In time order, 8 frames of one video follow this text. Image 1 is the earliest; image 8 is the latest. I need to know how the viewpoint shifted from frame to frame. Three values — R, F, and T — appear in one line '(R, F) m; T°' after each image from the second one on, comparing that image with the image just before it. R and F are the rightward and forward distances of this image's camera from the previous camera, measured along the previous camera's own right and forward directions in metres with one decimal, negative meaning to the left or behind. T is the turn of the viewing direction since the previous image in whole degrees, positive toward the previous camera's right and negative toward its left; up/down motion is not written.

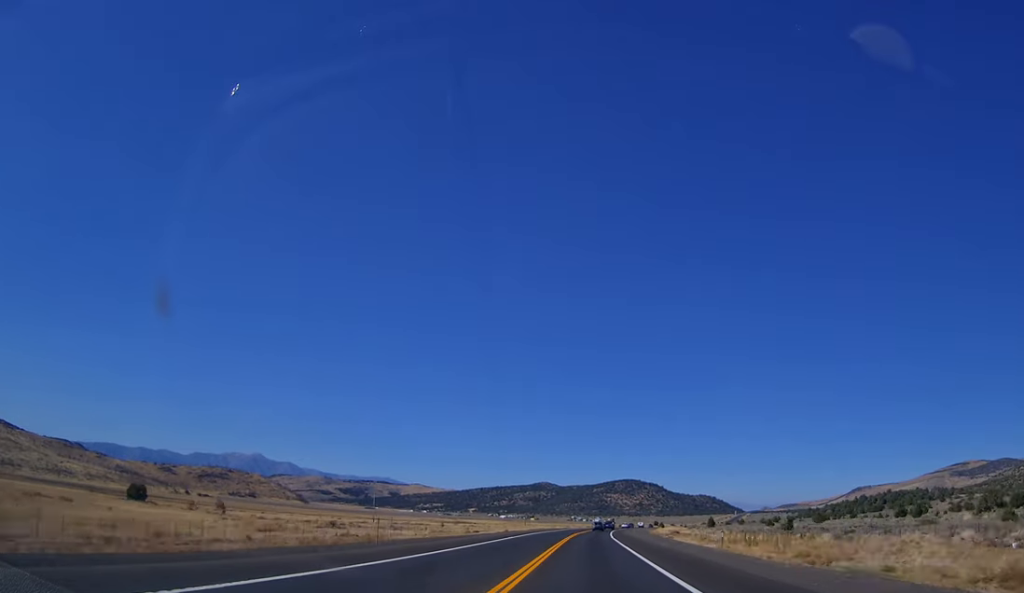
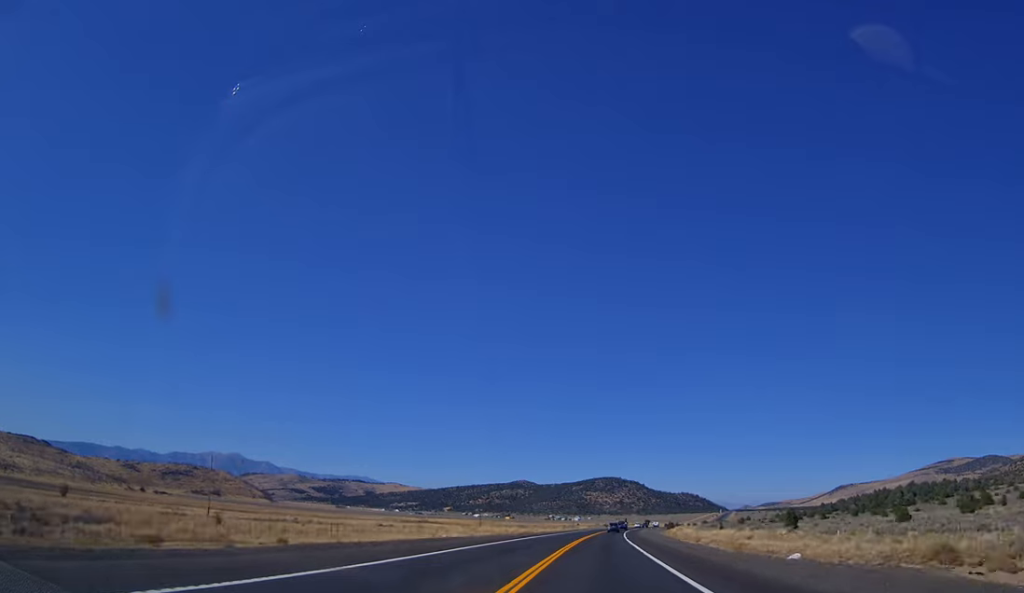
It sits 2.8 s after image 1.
(0.0, +83.3) m; +1°
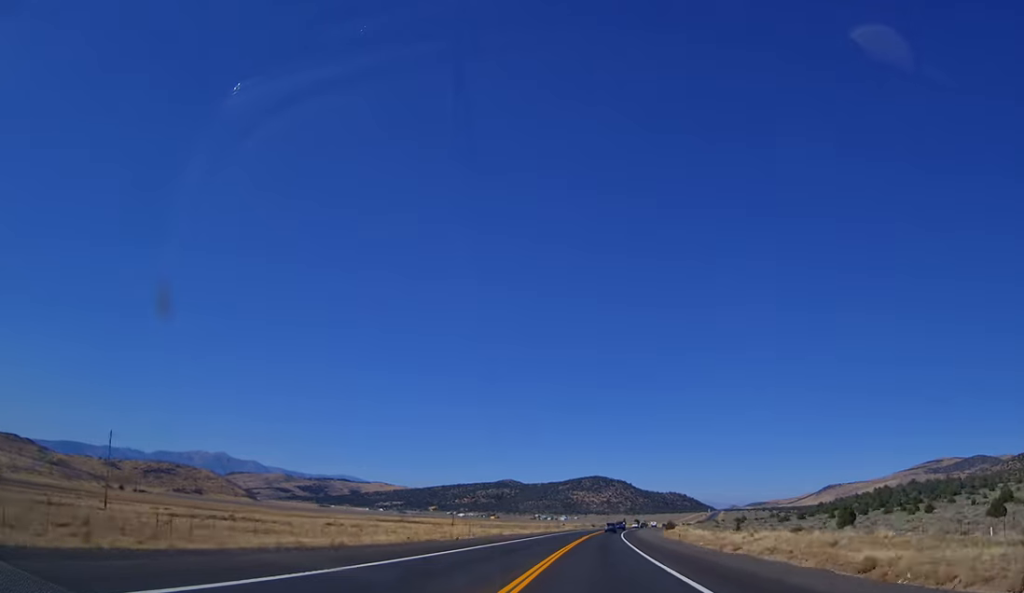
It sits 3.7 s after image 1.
(-0.2, +25.7) m; +1°
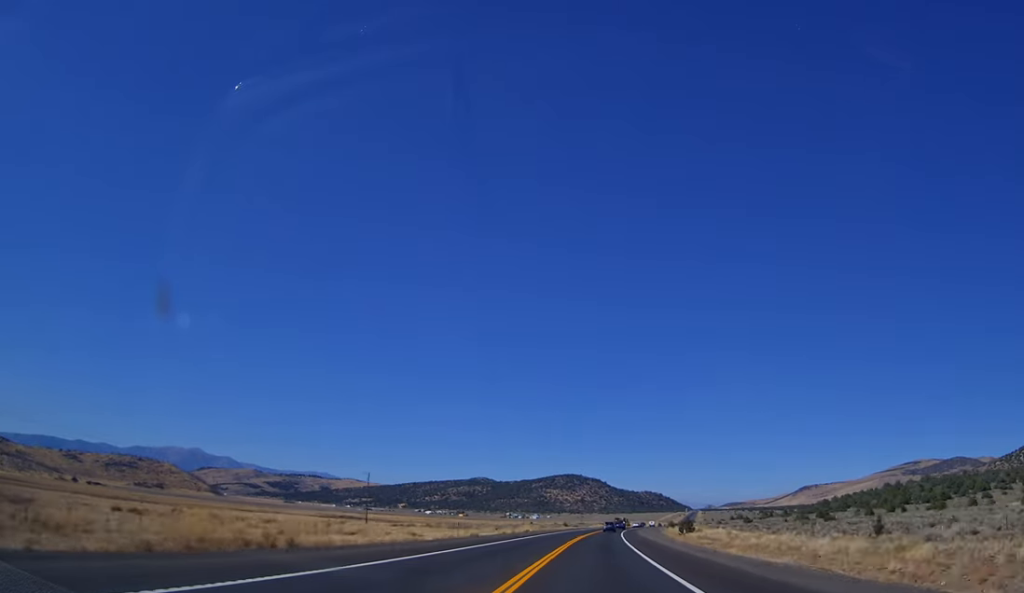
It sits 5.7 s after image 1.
(+1.3, +61.4) m; +3°
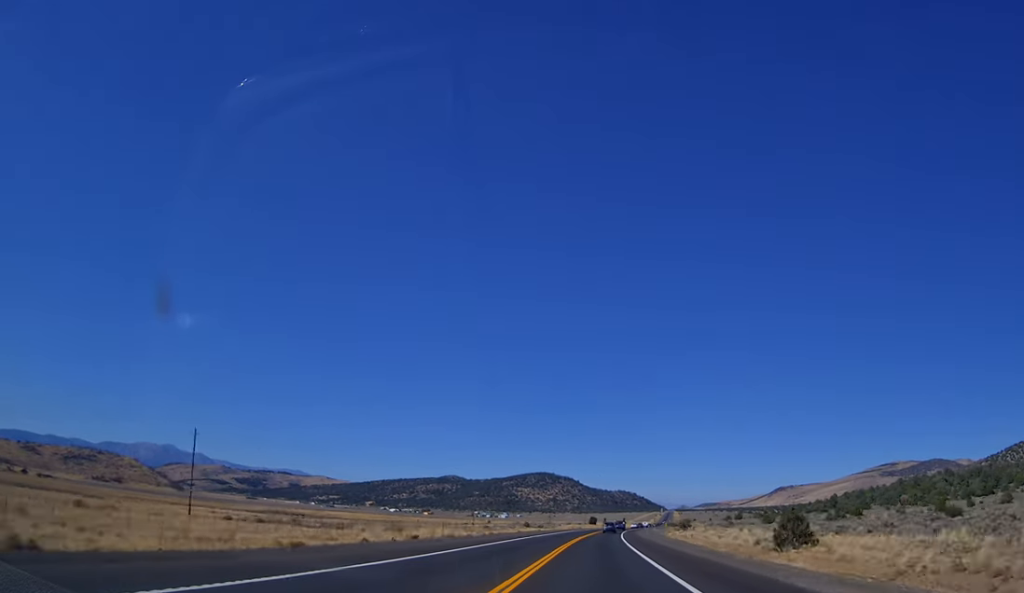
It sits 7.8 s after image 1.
(+1.5, +61.0) m; +3°
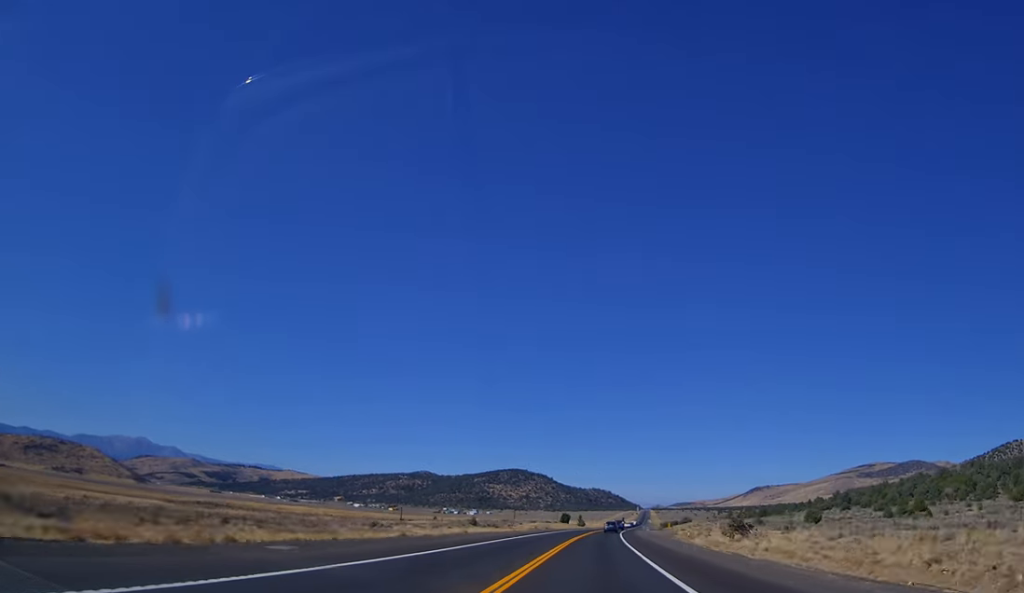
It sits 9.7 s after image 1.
(+1.7, +56.6) m; +2°
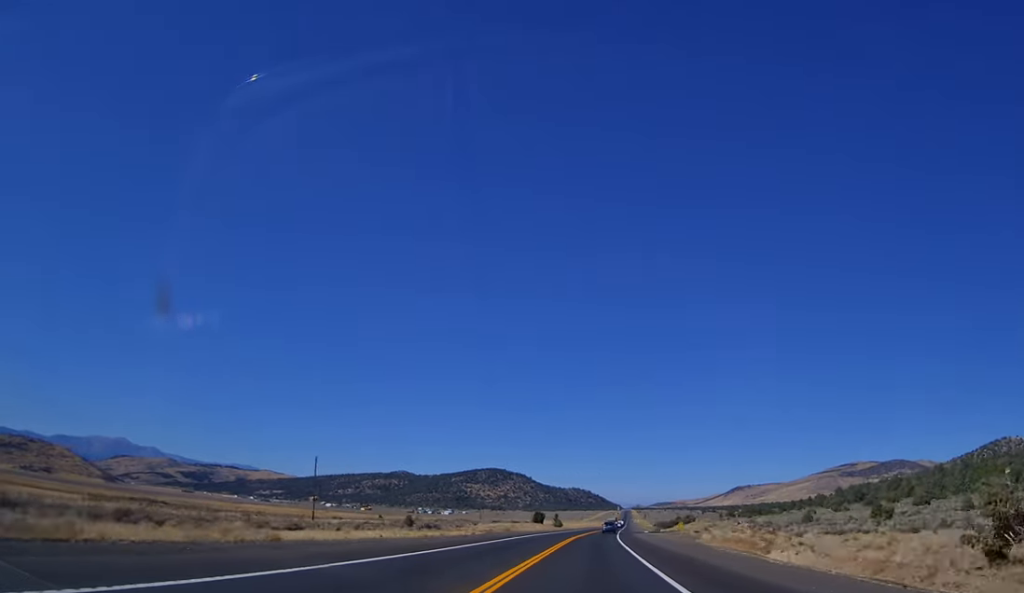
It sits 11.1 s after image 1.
(-0.1, +40.7) m; +1°
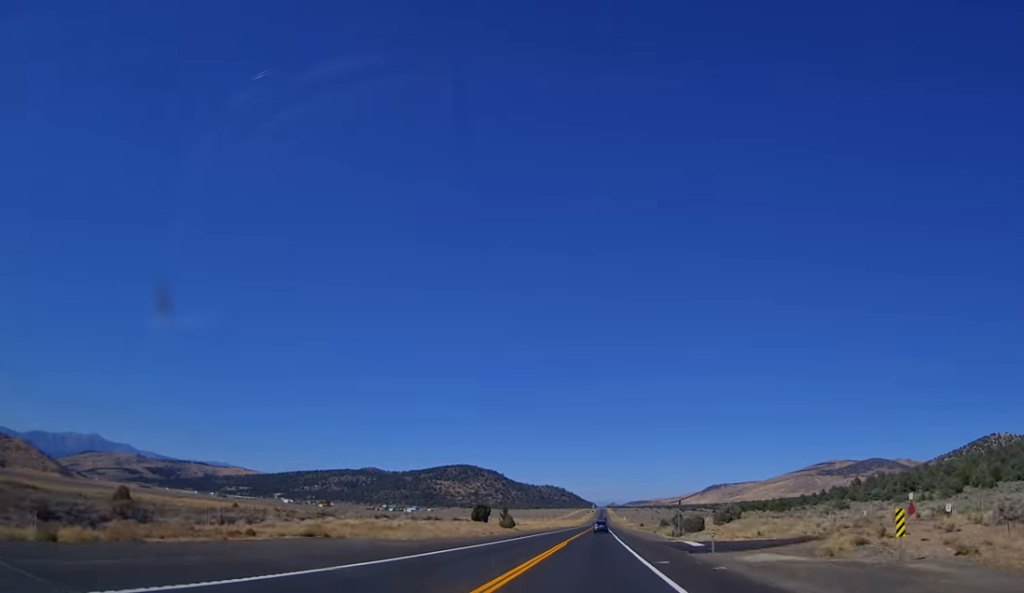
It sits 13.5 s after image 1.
(+1.1, +69.0) m; +3°
